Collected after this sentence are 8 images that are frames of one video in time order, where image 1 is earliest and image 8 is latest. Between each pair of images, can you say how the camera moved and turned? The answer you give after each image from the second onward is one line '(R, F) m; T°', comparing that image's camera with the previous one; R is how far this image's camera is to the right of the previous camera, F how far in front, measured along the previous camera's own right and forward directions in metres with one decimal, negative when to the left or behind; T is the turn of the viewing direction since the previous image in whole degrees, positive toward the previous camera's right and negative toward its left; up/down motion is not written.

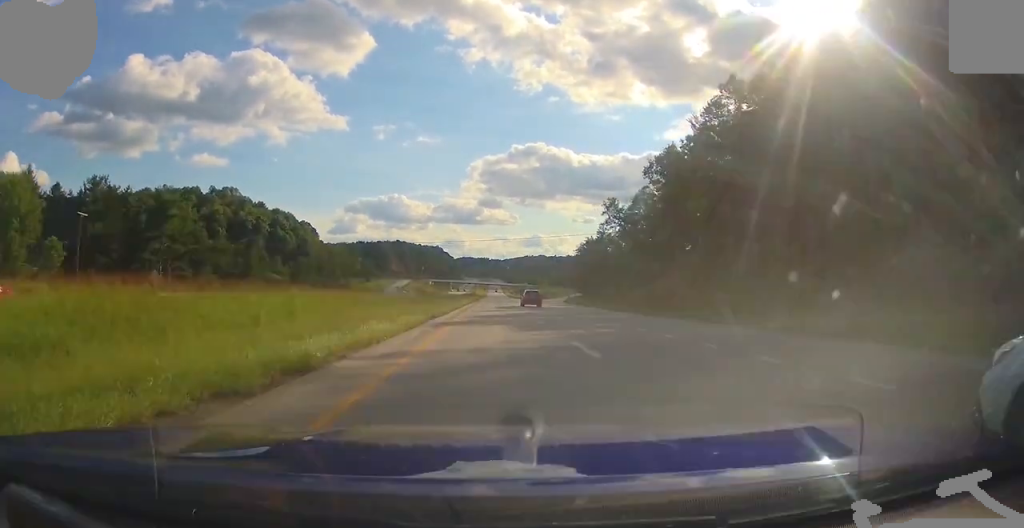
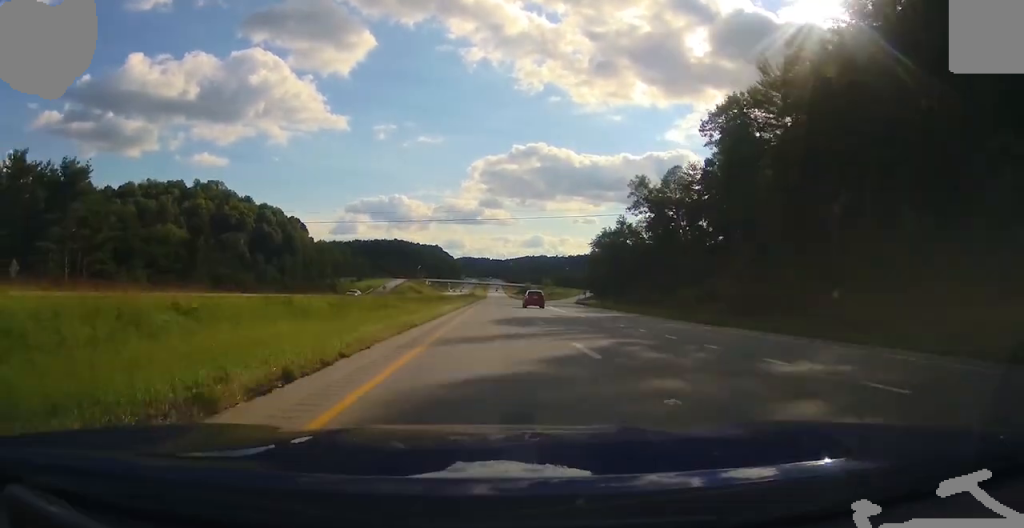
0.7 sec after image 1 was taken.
(+0.2, +24.6) m; 0°
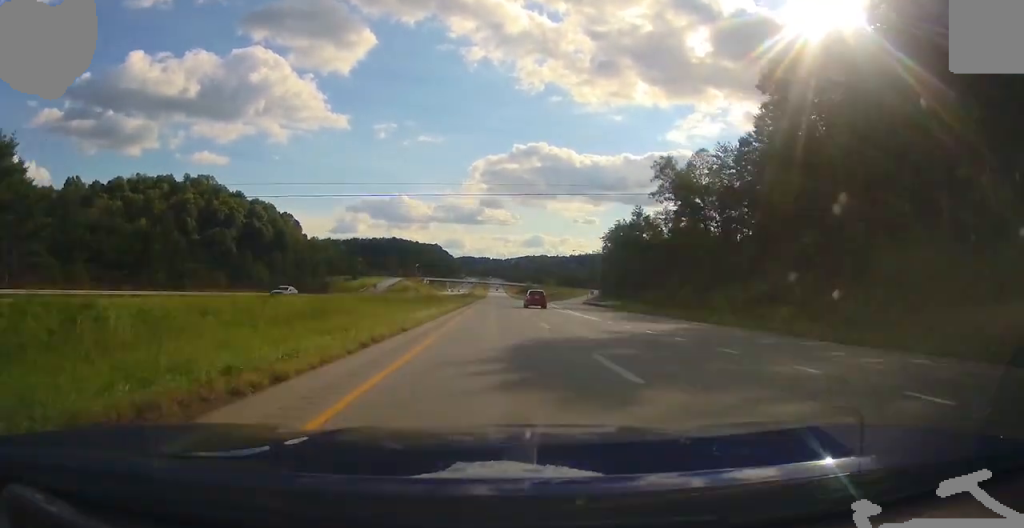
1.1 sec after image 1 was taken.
(0.0, +15.0) m; 0°
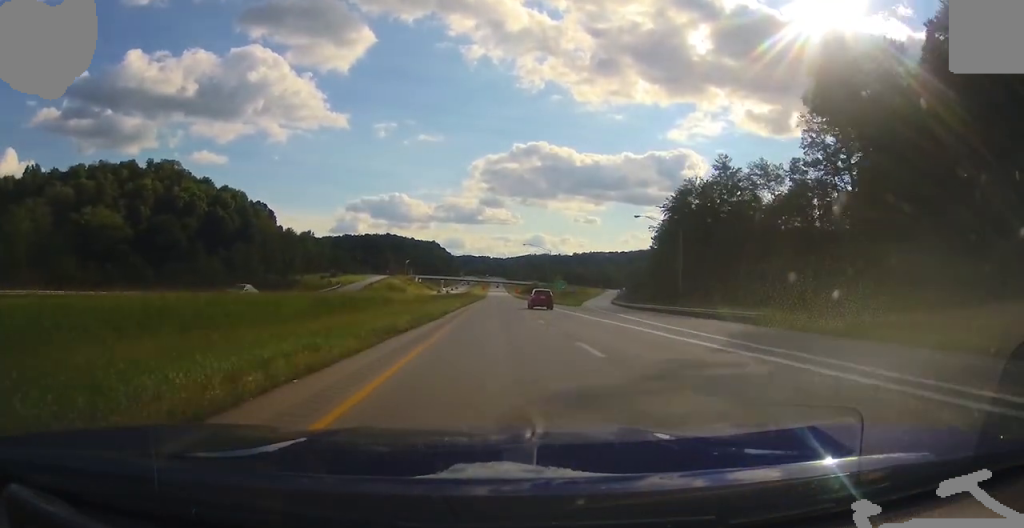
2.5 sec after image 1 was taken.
(-0.2, +45.7) m; 0°
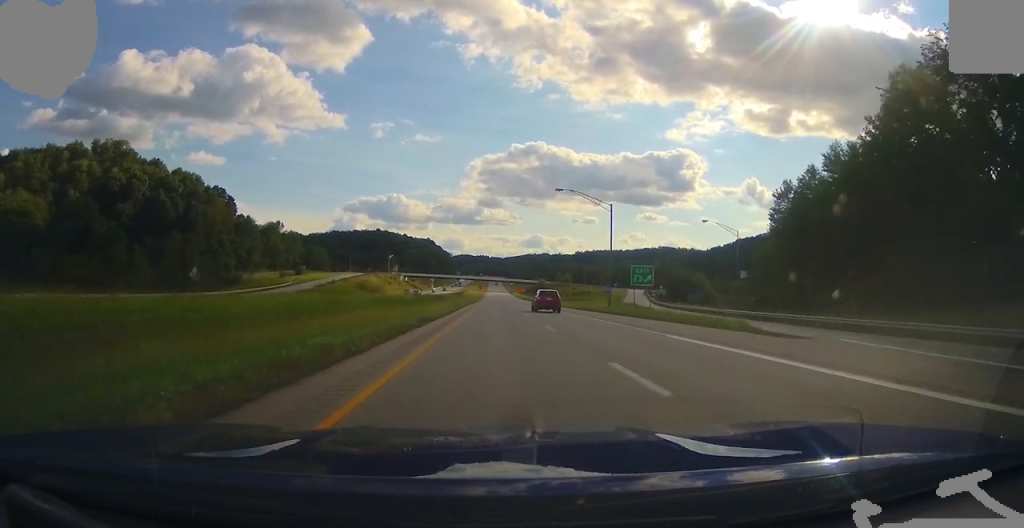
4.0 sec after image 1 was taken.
(-0.3, +52.5) m; -1°
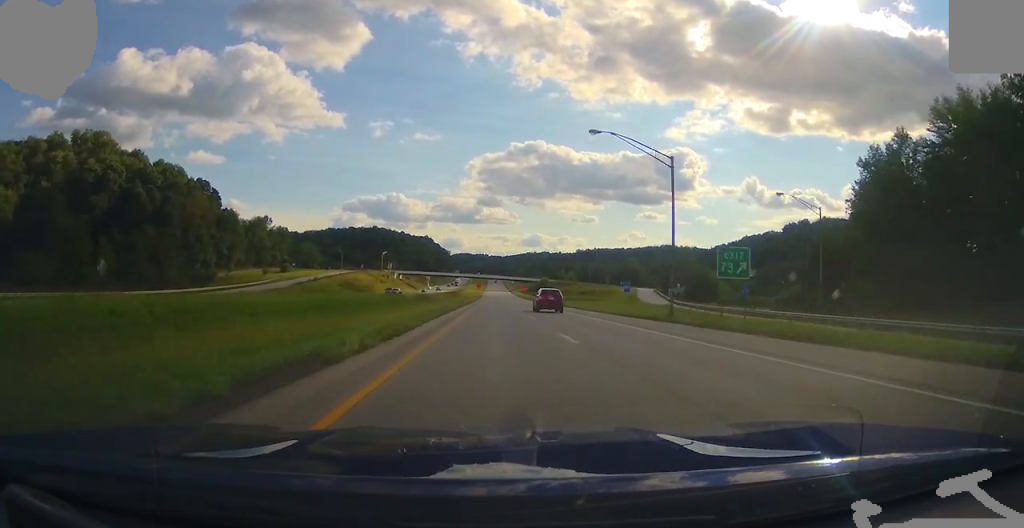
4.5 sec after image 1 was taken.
(-0.2, +17.1) m; 0°
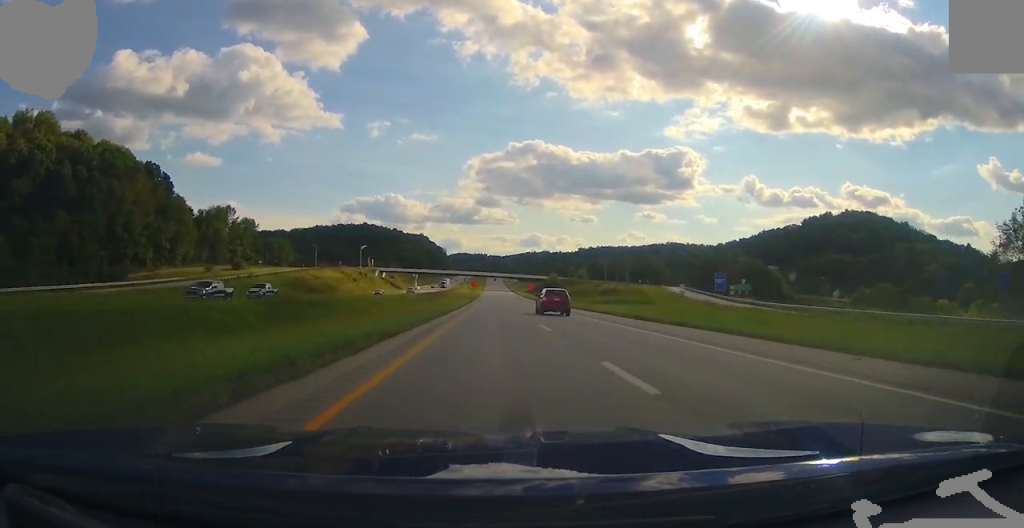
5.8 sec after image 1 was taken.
(+0.1, +43.5) m; 0°
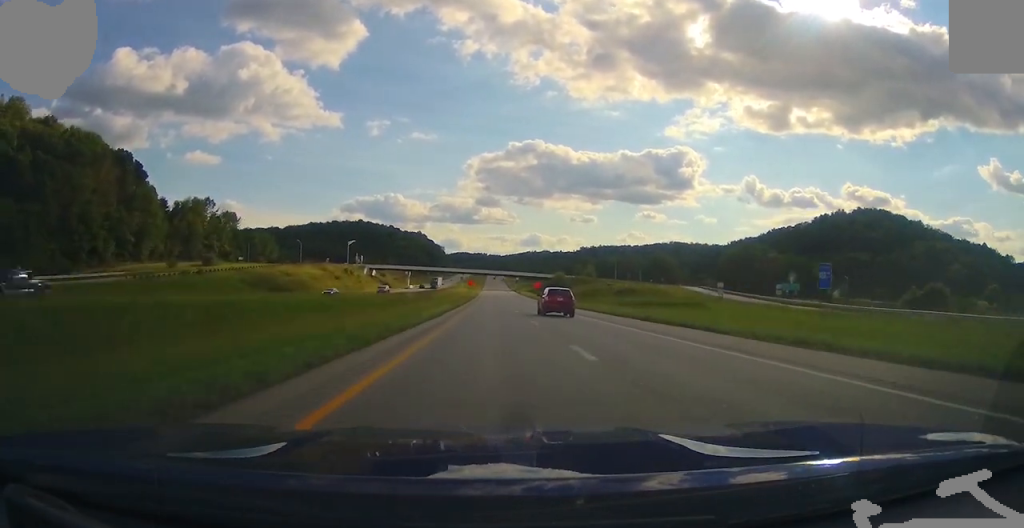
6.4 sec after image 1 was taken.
(0.0, +20.7) m; 0°
